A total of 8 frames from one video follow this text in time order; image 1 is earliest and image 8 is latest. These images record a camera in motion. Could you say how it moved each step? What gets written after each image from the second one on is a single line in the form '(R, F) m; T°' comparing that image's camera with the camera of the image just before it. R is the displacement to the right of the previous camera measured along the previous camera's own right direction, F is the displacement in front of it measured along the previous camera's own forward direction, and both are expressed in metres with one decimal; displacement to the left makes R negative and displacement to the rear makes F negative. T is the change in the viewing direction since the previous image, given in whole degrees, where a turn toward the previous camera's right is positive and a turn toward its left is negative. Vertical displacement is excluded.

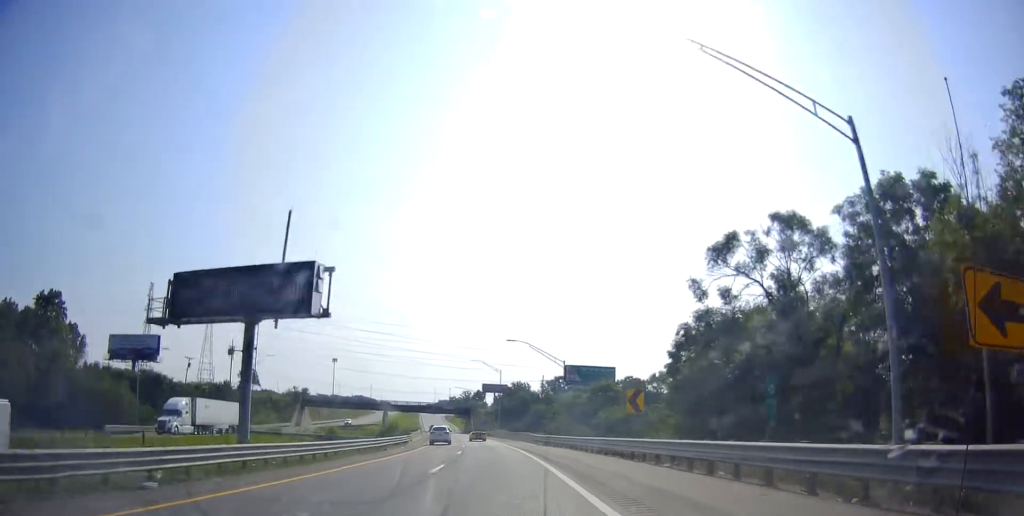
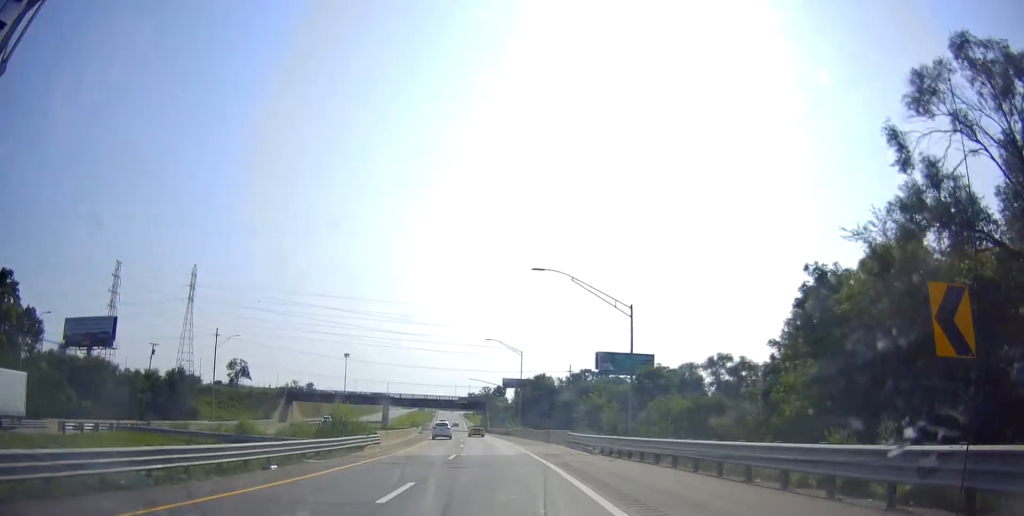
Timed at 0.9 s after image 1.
(-0.7, +23.2) m; -3°
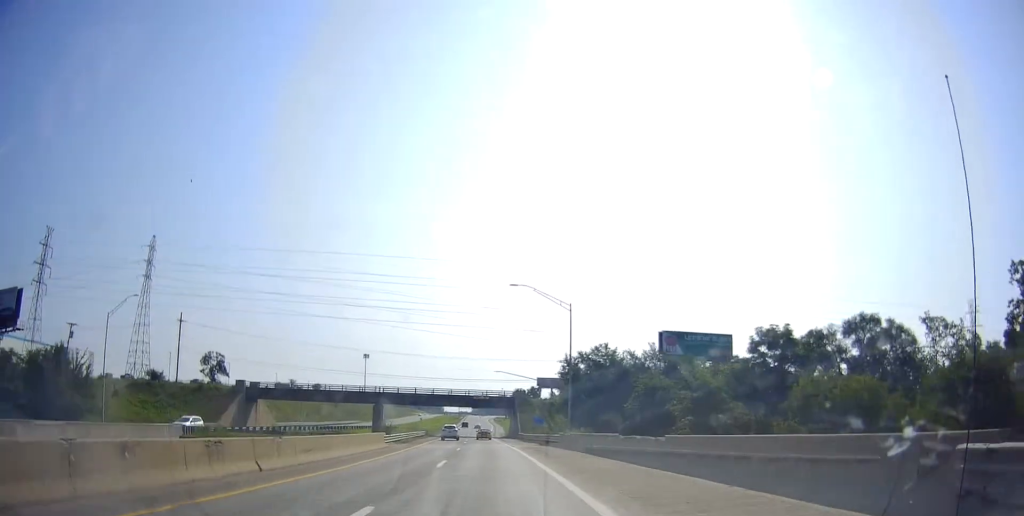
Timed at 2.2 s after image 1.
(-0.4, +34.9) m; -1°
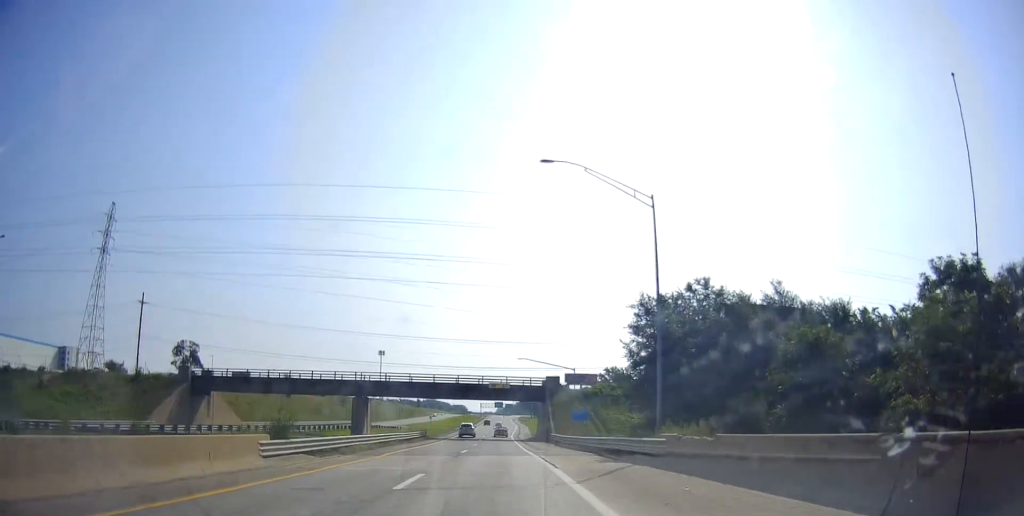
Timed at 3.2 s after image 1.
(-0.3, +24.4) m; -3°
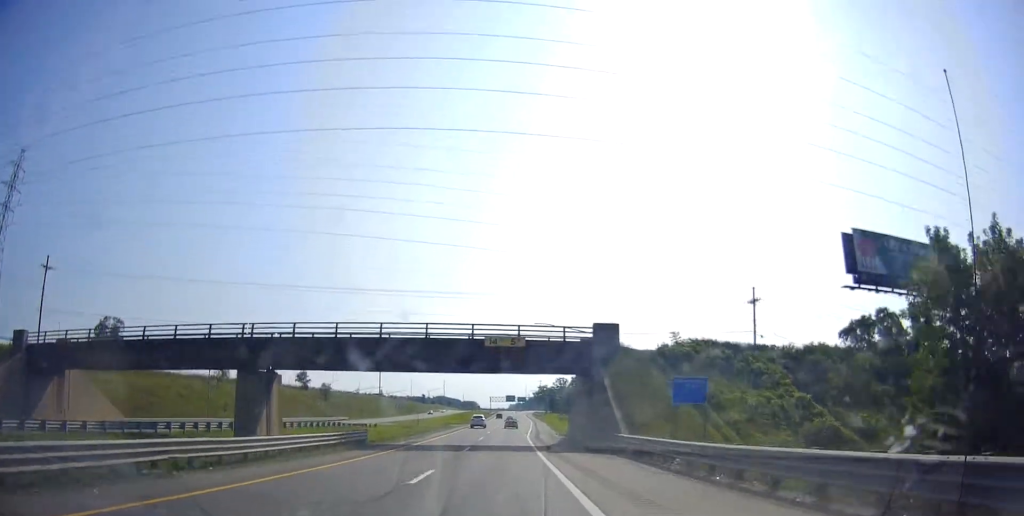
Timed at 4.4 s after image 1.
(-1.2, +32.3) m; -2°
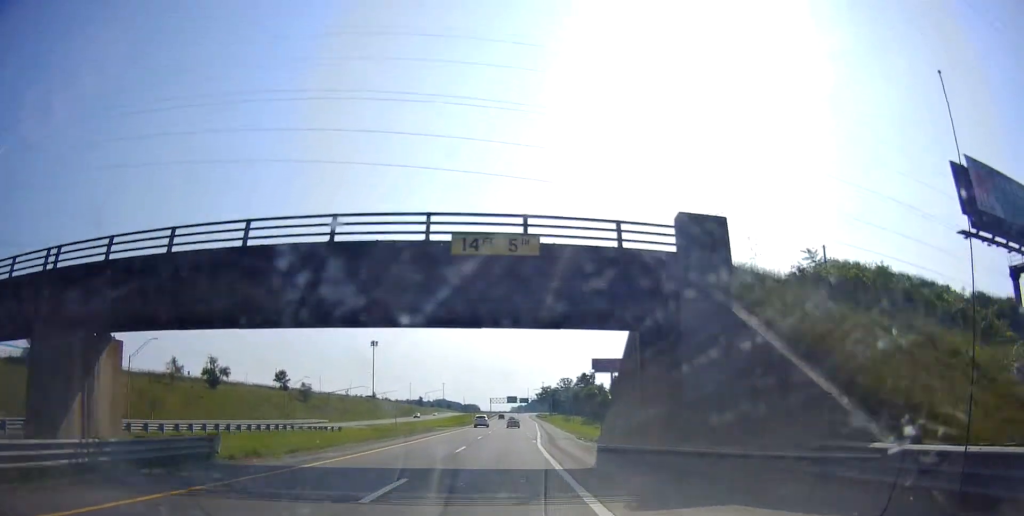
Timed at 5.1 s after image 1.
(0.0, +19.3) m; 0°
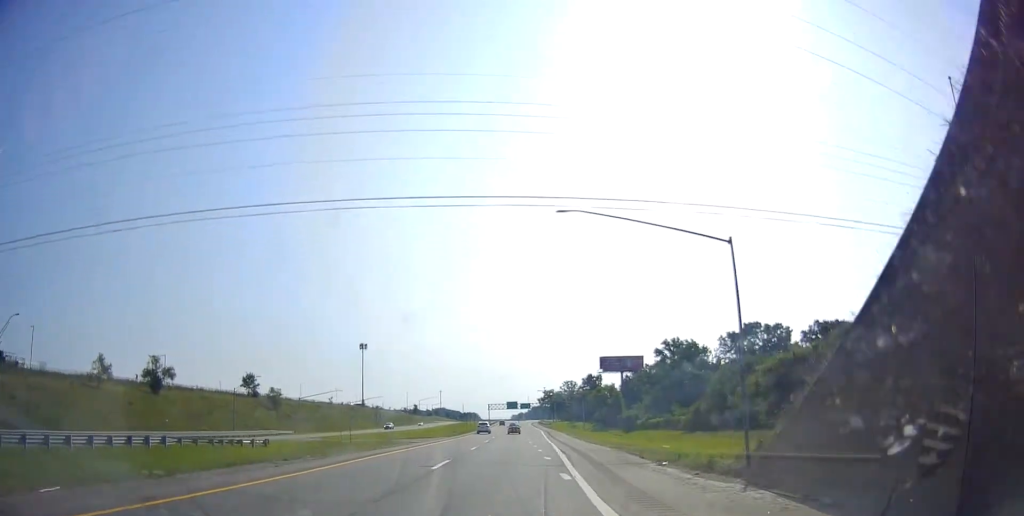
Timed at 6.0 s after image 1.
(0.0, +22.0) m; 0°
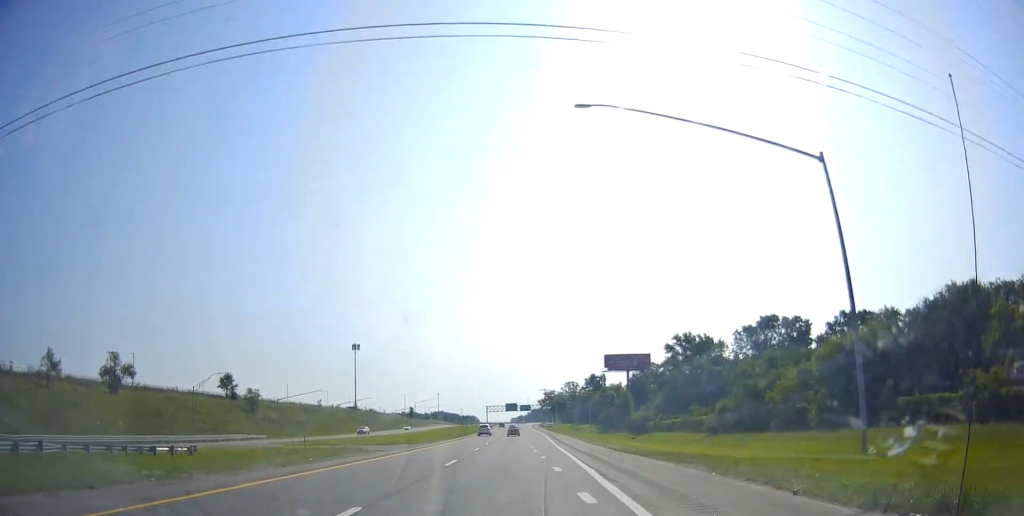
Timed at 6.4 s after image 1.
(+0.1, +12.3) m; -1°
